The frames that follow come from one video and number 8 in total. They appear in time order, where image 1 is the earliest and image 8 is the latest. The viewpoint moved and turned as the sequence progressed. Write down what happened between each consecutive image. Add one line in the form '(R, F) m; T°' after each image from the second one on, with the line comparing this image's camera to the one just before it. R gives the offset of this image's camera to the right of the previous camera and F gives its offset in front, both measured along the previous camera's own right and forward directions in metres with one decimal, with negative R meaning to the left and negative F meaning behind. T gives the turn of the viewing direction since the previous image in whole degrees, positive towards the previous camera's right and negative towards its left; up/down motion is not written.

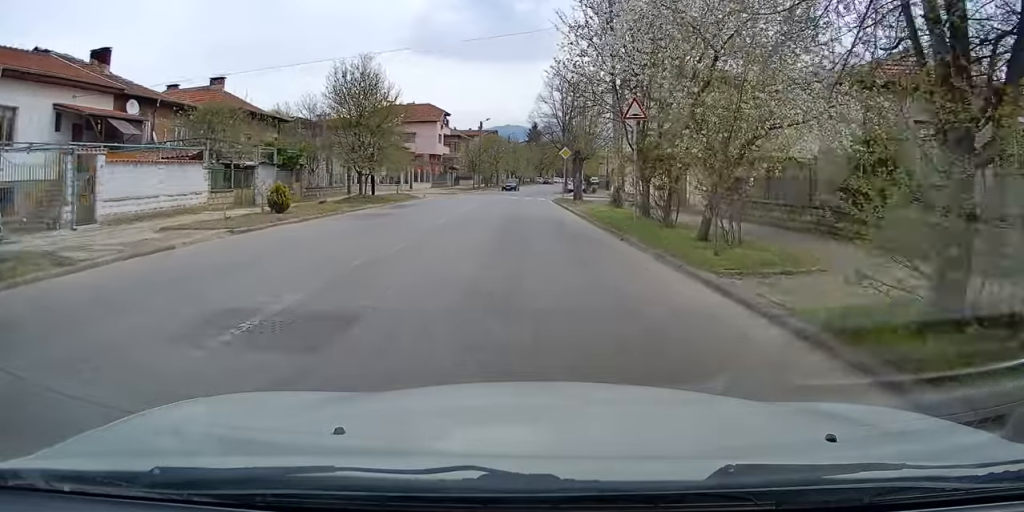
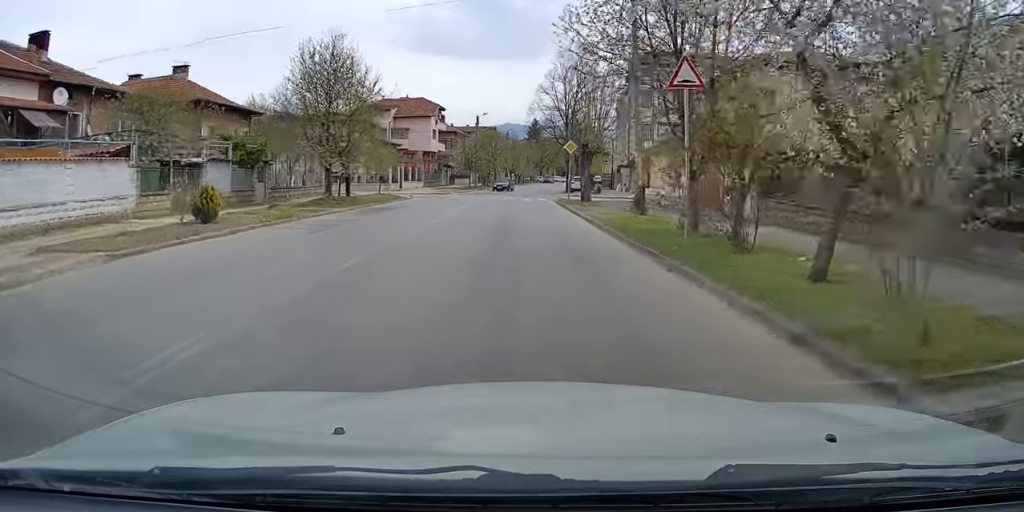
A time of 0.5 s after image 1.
(0.0, +5.3) m; 0°
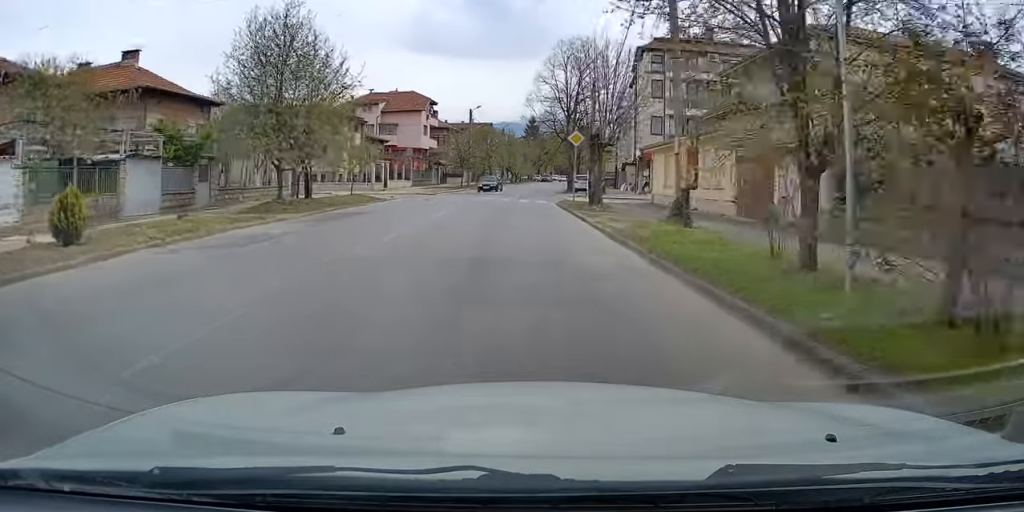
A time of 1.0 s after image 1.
(+0.1, +5.7) m; +1°
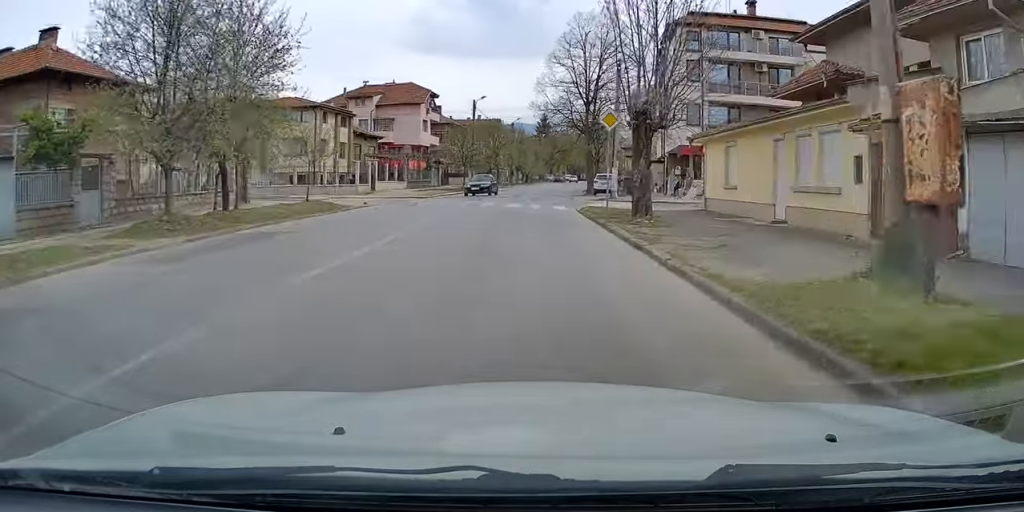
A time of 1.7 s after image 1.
(+0.1, +8.3) m; 0°
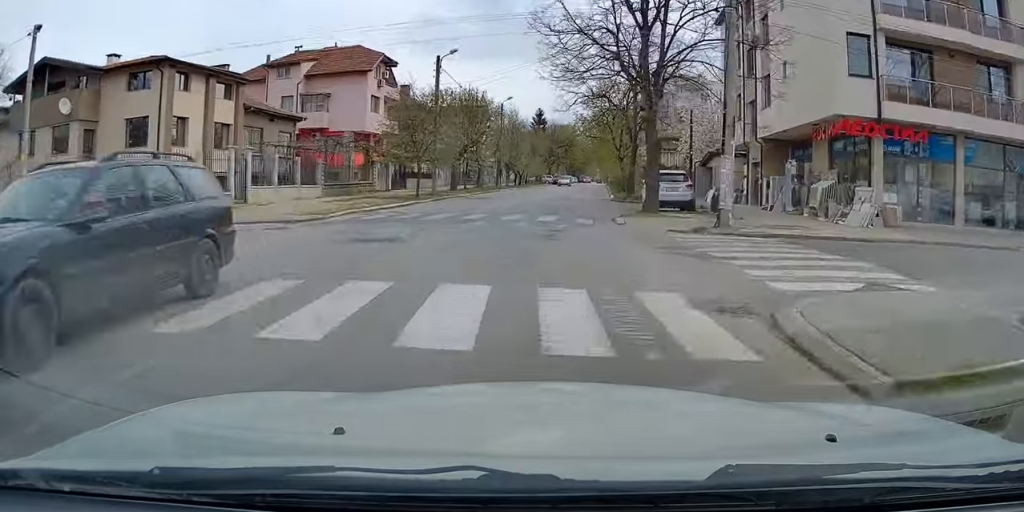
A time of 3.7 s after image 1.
(0.0, +21.7) m; +2°
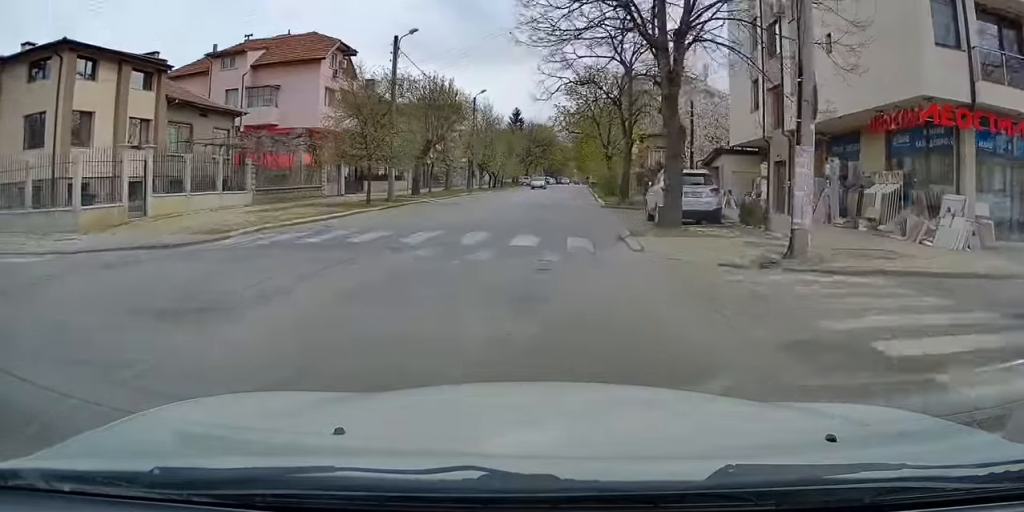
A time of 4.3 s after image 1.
(+0.1, +5.9) m; +1°
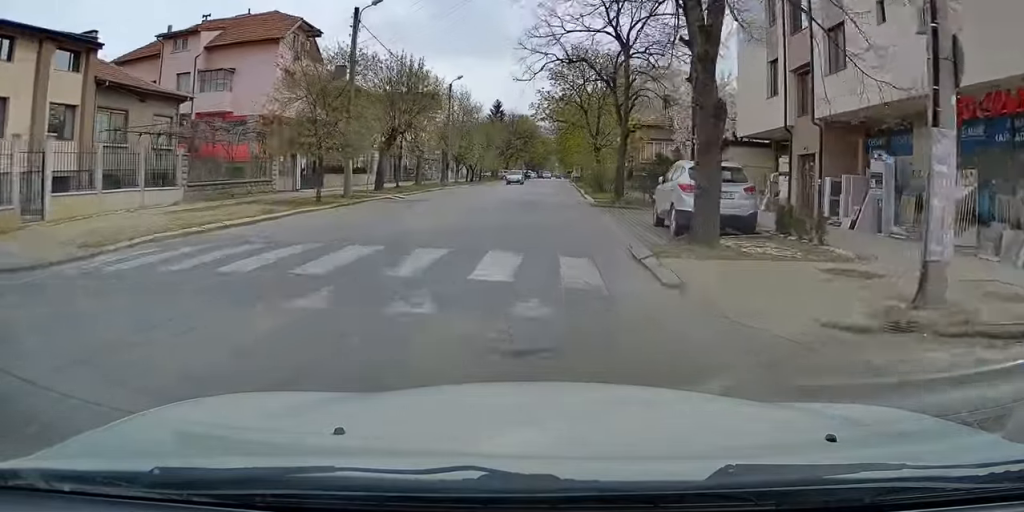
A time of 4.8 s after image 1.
(0.0, +4.2) m; +1°
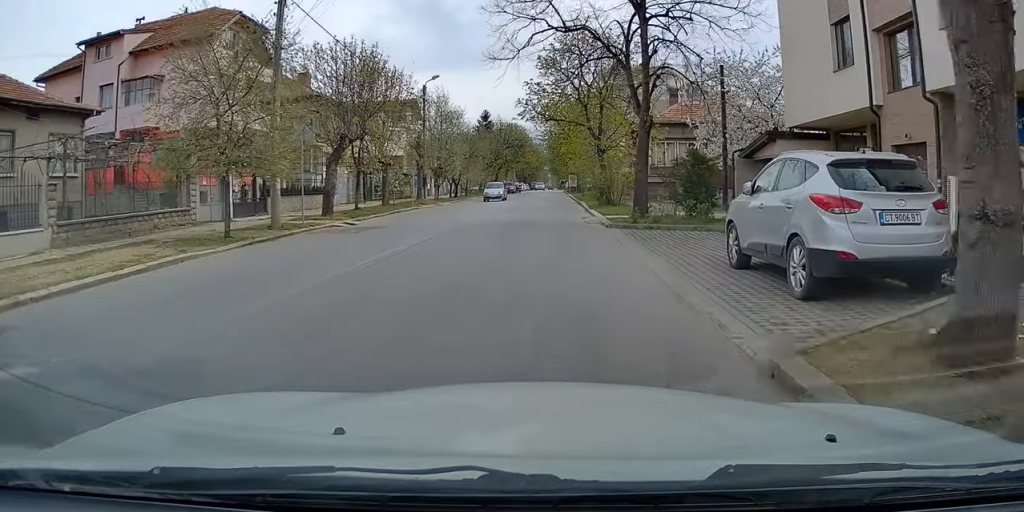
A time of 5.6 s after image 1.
(+0.1, +6.9) m; +2°
